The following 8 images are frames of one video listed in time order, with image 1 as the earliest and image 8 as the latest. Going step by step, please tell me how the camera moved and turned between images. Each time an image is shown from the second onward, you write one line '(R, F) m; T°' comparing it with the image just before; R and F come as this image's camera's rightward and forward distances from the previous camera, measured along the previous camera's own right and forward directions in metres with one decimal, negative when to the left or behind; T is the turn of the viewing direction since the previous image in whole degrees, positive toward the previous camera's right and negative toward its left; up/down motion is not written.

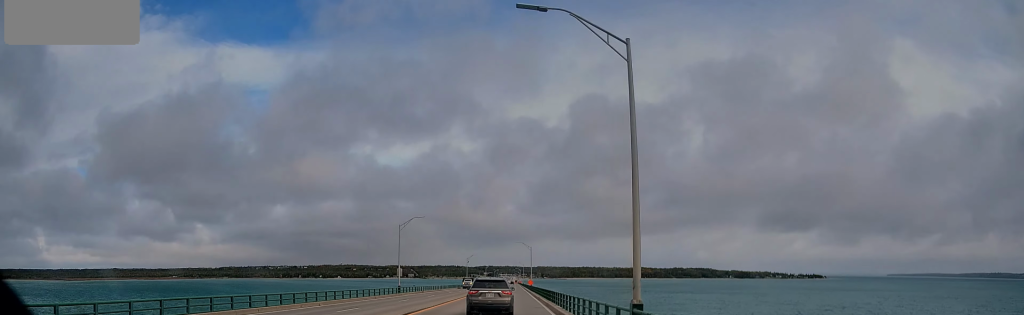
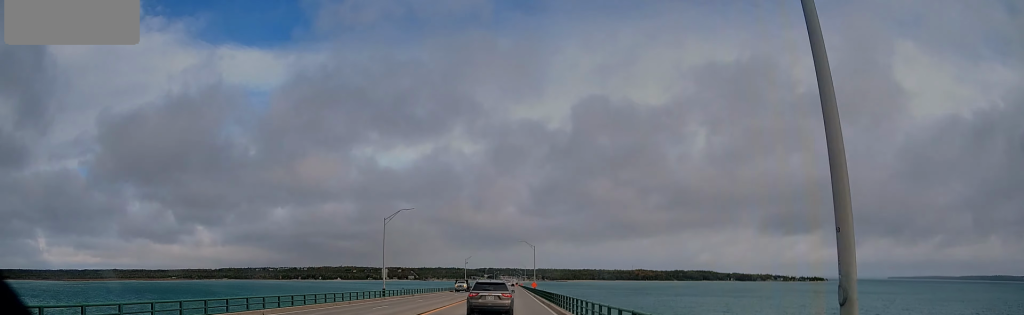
(+0.2, +8.8) m; 0°
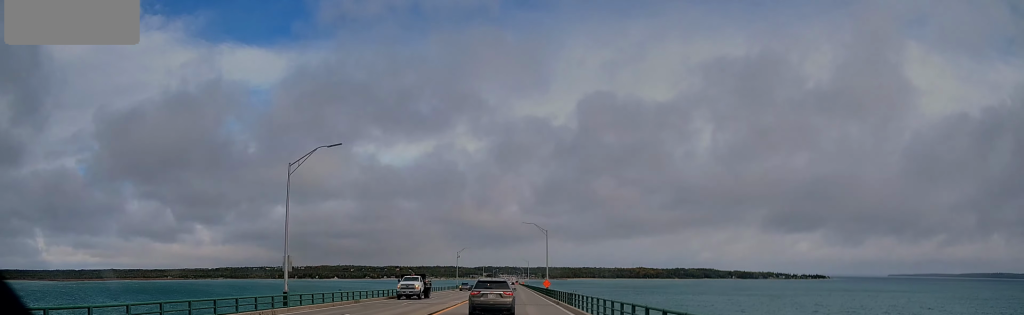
(-0.6, +25.4) m; -2°
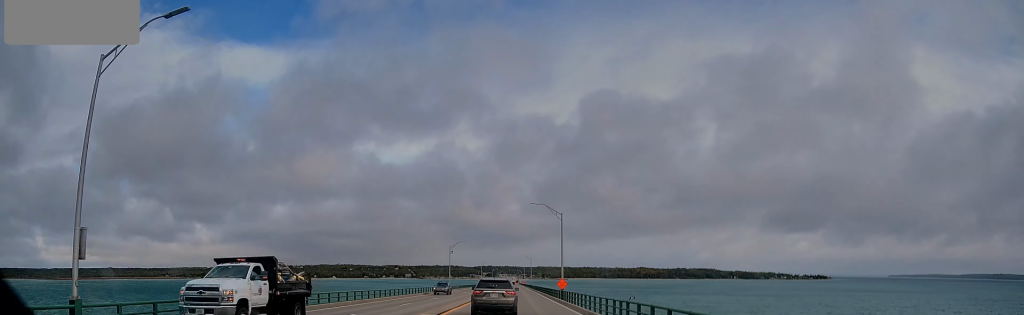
(0.0, +16.9) m; 0°
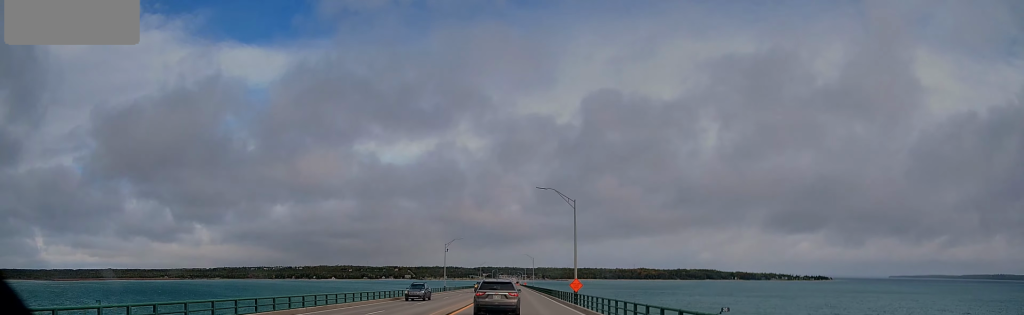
(0.0, +9.8) m; +1°
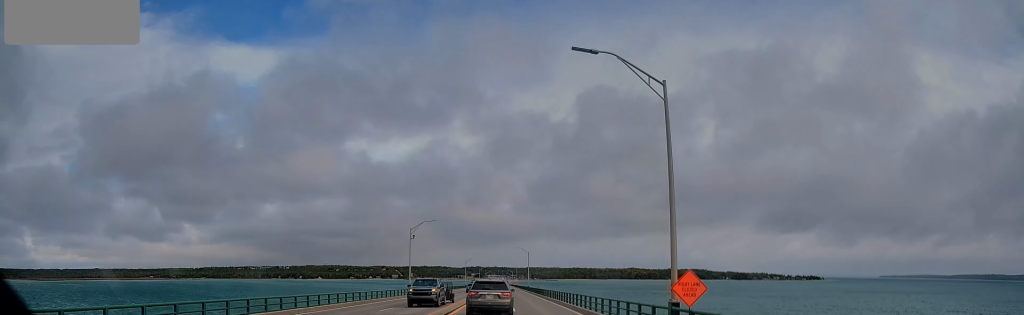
(+0.8, +25.9) m; +1°
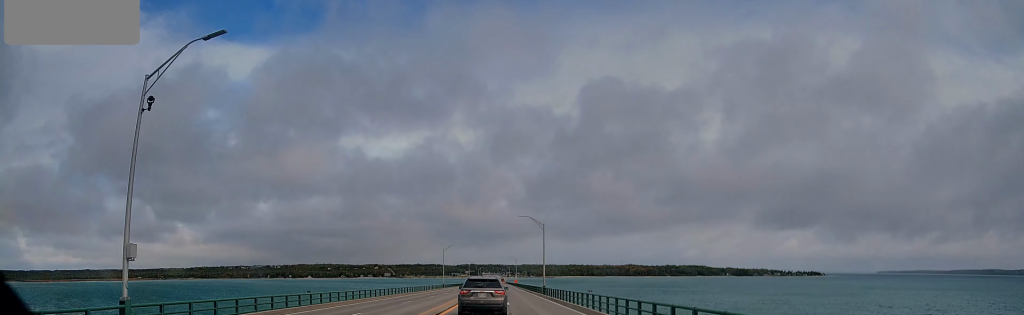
(-1.5, +55.7) m; 0°
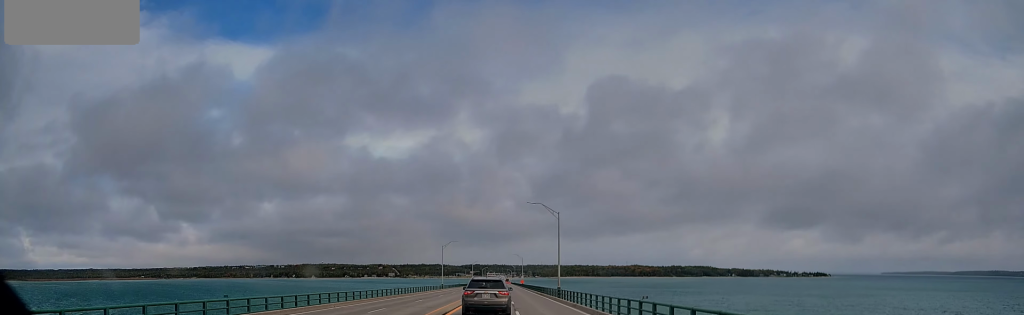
(+0.2, +12.7) m; +1°
